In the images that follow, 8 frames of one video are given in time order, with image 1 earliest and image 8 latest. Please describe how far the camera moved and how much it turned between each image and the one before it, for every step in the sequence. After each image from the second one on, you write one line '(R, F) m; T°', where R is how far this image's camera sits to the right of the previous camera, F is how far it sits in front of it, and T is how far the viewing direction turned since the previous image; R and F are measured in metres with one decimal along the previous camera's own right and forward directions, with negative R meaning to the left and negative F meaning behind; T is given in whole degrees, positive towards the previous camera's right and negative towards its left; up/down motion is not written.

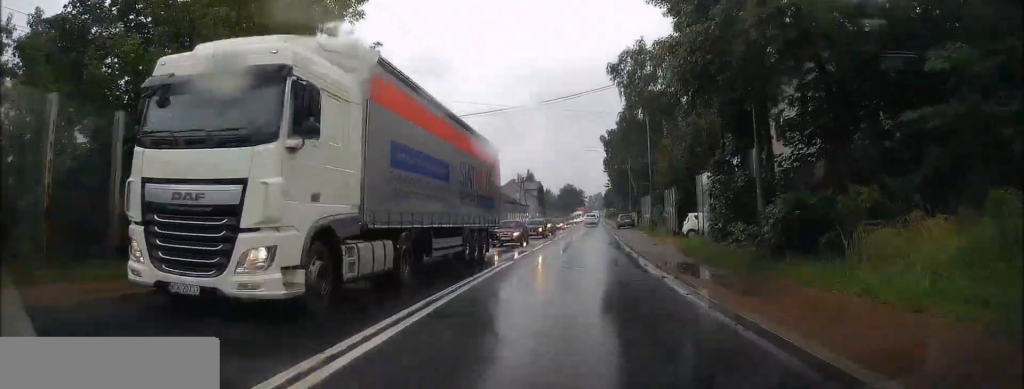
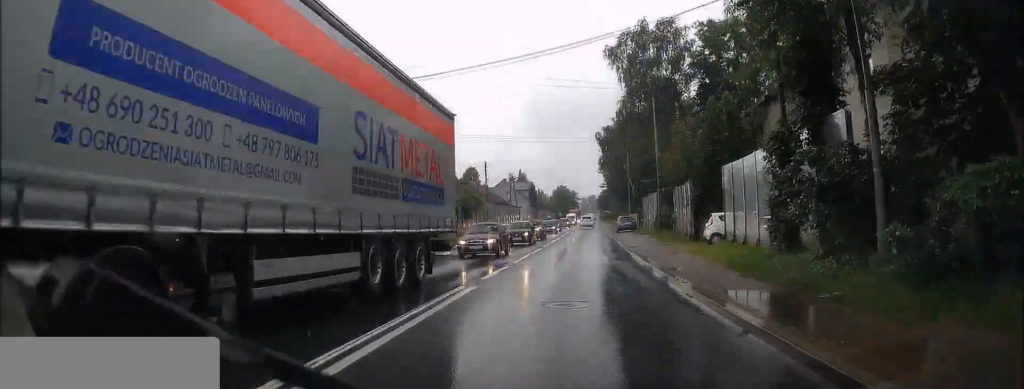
(+0.1, +6.7) m; +1°
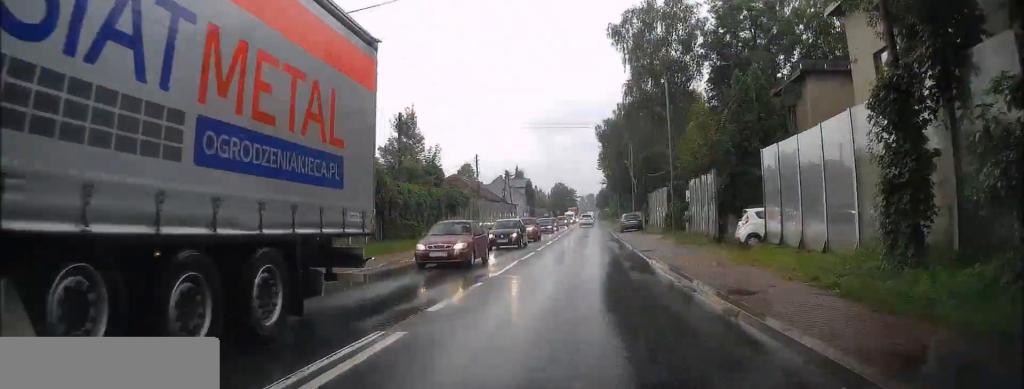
(0.0, +5.5) m; 0°
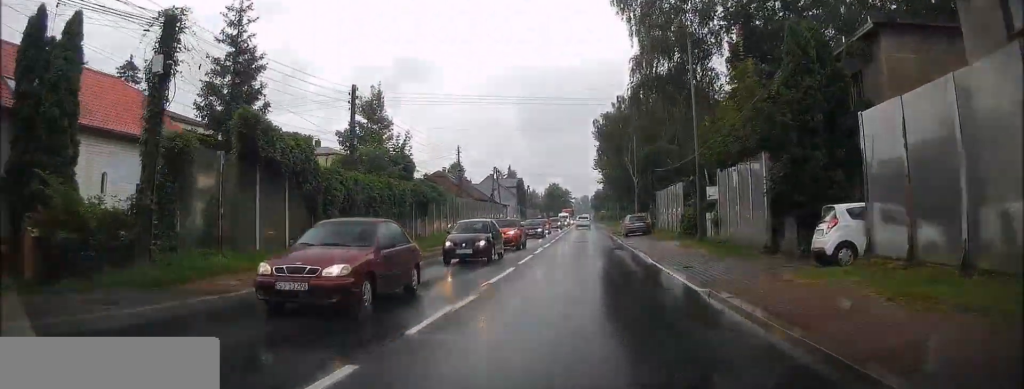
(0.0, +7.6) m; +1°
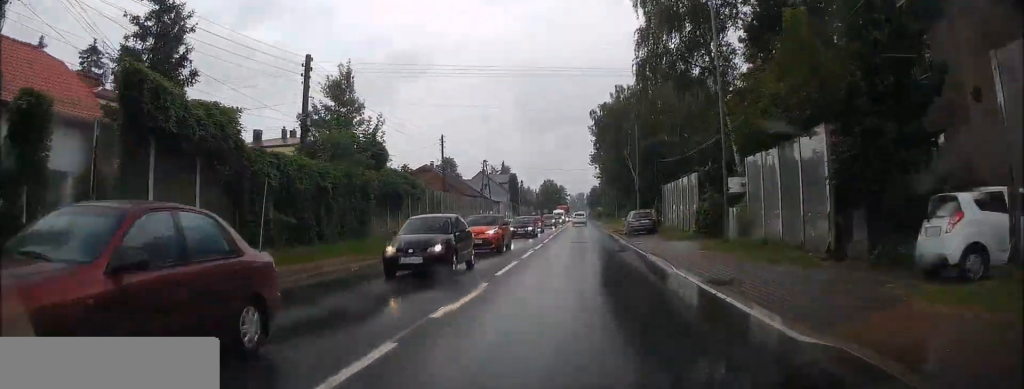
(+0.1, +5.1) m; +1°
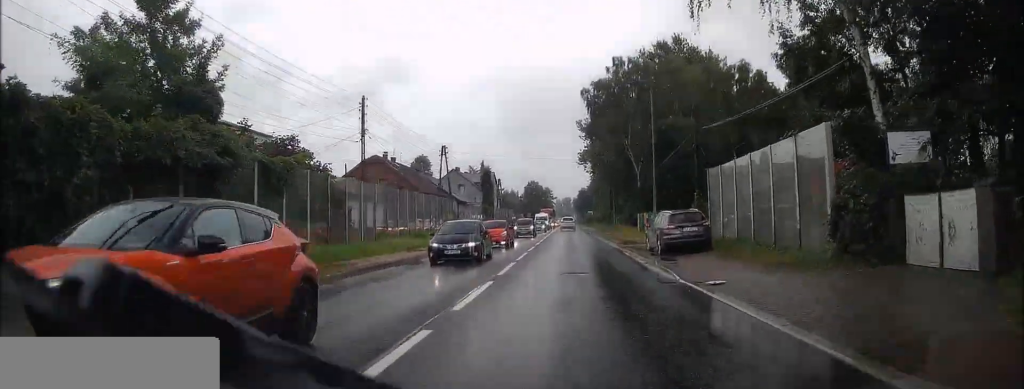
(+0.3, +16.5) m; +2°
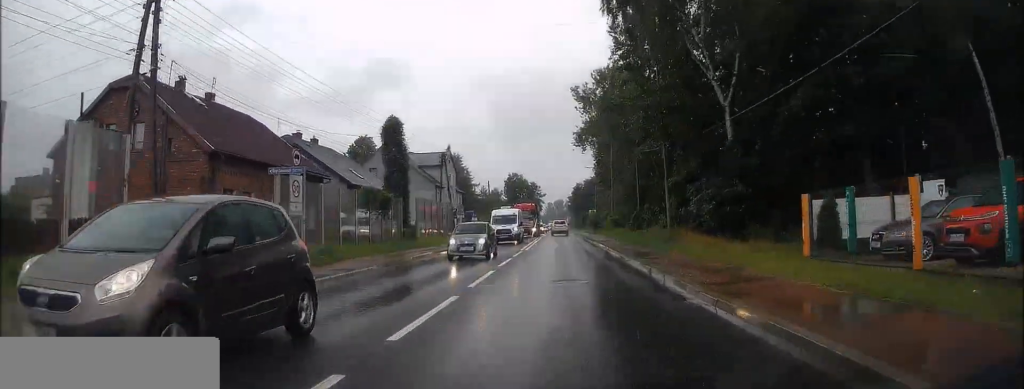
(+0.6, +38.1) m; +1°
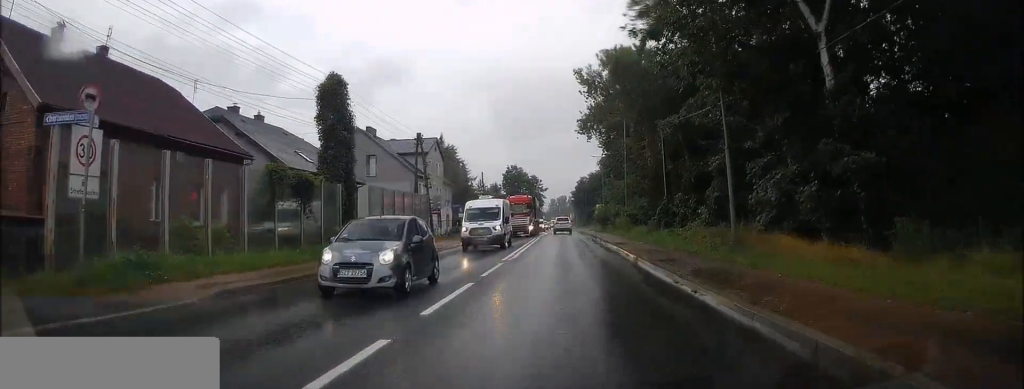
(-0.1, +10.2) m; 0°
